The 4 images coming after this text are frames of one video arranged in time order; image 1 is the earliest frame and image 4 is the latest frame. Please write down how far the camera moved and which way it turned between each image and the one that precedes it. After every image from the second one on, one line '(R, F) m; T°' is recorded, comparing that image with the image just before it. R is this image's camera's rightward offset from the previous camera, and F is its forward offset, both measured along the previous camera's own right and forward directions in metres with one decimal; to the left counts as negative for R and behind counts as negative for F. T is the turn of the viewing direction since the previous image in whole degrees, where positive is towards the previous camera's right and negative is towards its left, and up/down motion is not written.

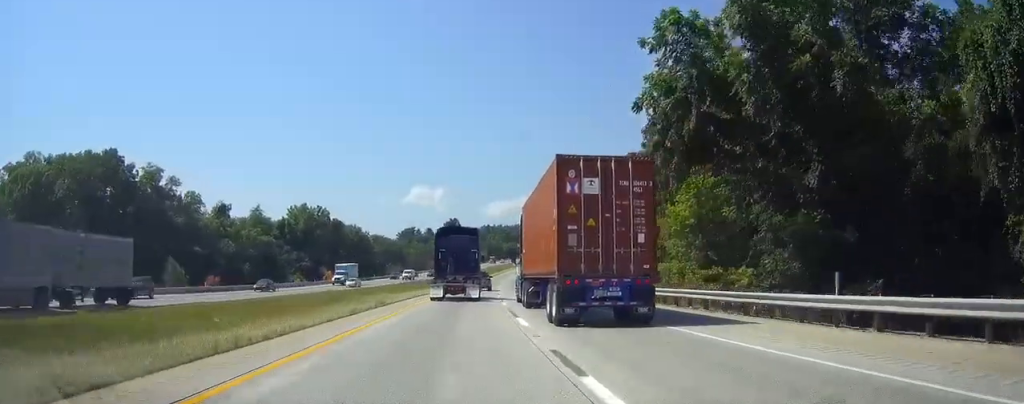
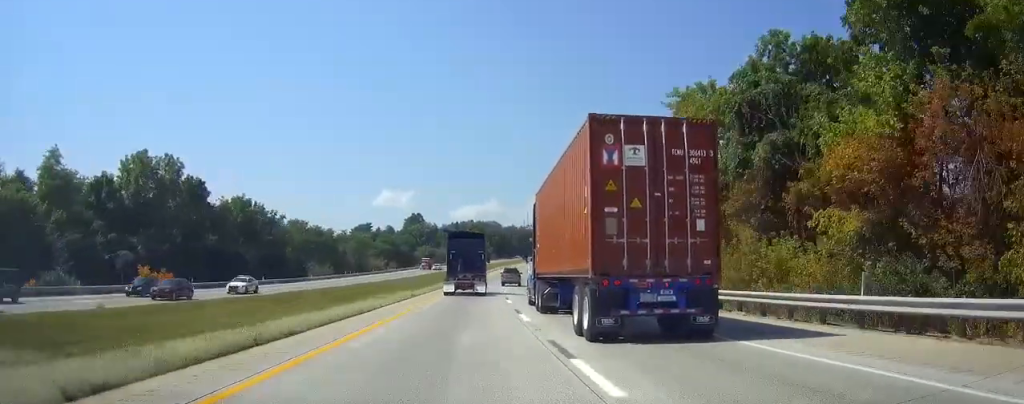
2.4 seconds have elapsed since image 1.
(+1.7, +70.7) m; +3°
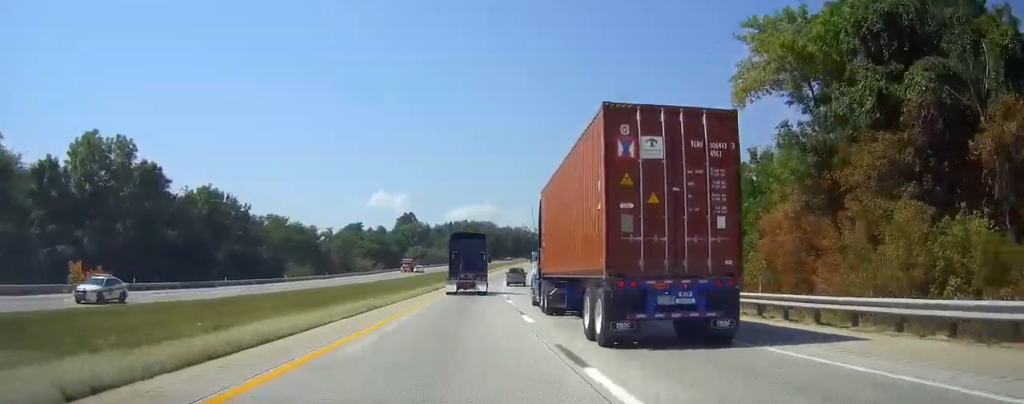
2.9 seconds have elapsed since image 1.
(0.0, +12.8) m; 0°
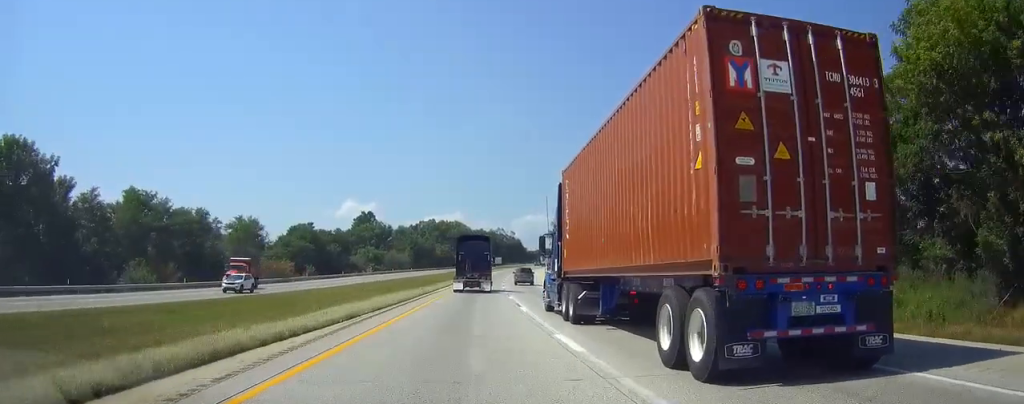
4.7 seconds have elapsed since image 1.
(+0.9, +55.1) m; +2°
